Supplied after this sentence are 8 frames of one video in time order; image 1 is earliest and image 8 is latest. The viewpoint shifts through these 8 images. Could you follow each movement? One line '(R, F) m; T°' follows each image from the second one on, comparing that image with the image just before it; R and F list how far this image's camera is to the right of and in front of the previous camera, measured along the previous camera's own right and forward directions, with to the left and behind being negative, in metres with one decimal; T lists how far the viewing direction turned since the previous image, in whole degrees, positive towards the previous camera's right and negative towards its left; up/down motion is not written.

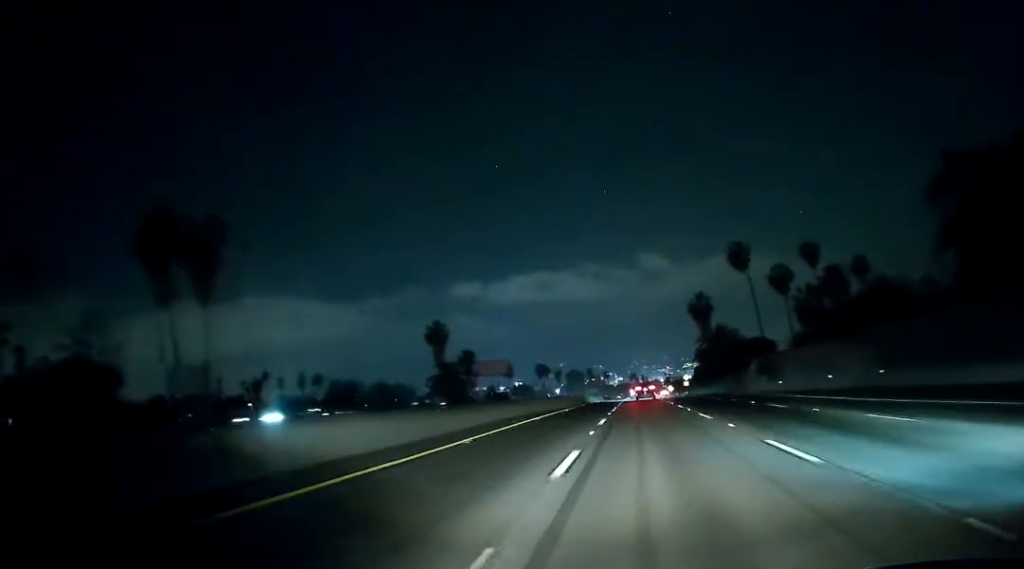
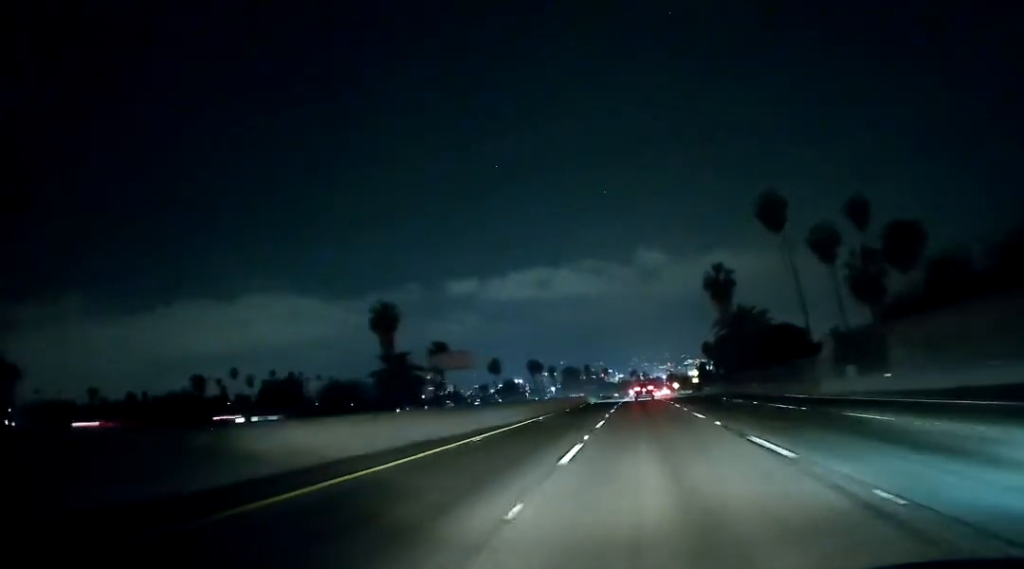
(0.0, +27.6) m; 0°
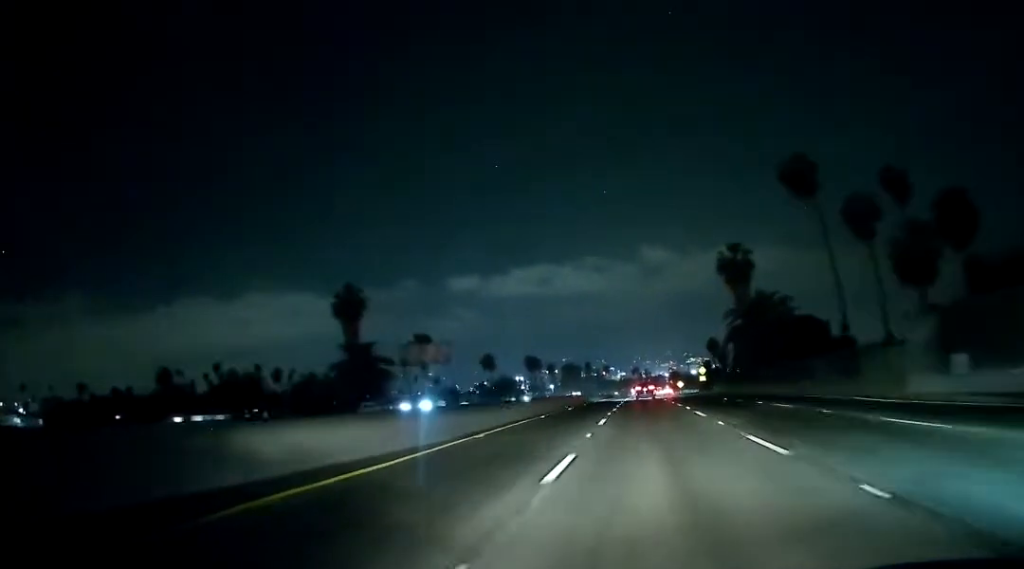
(0.0, +14.7) m; 0°
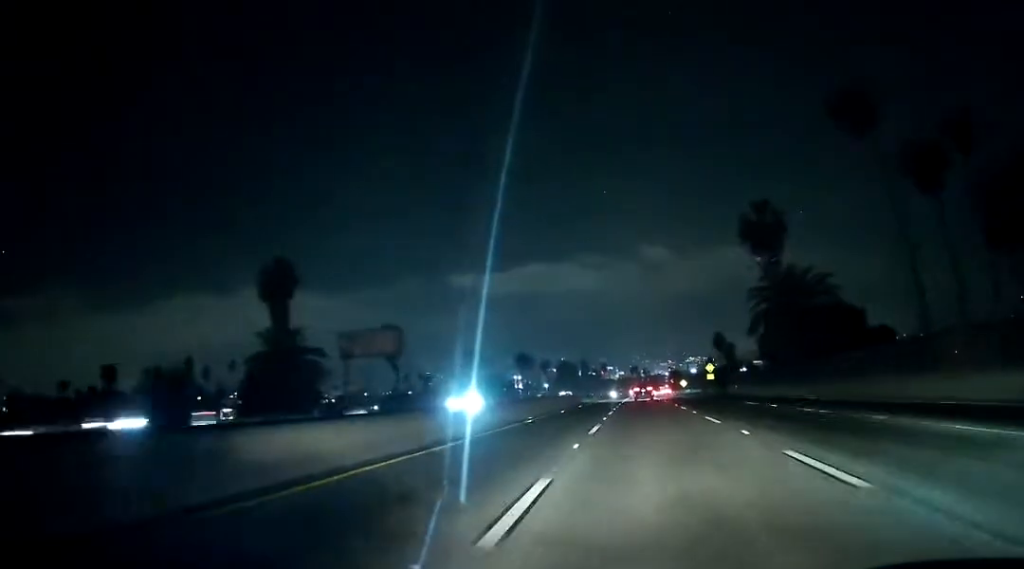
(0.0, +19.1) m; 0°
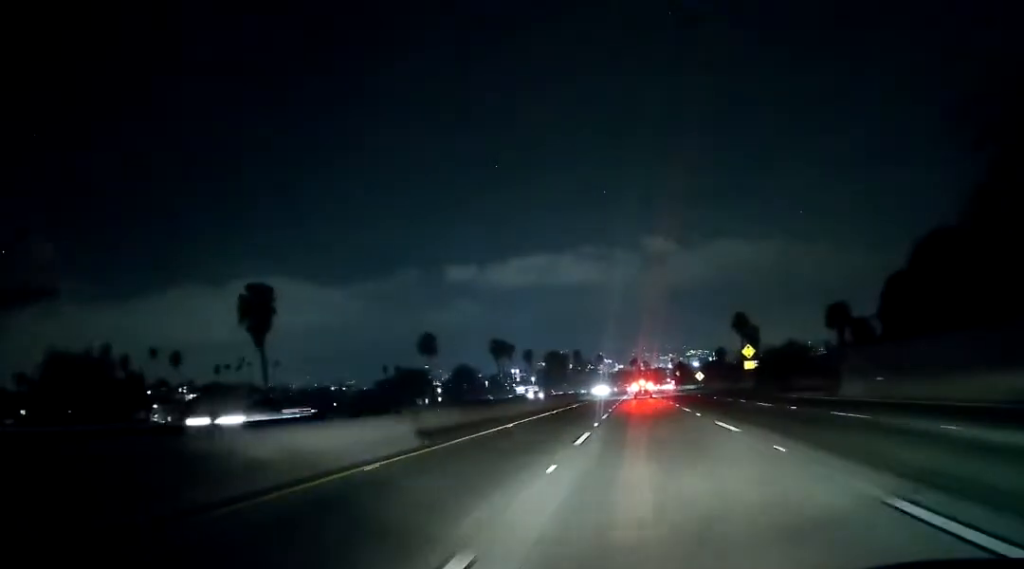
(+0.4, +48.0) m; 0°
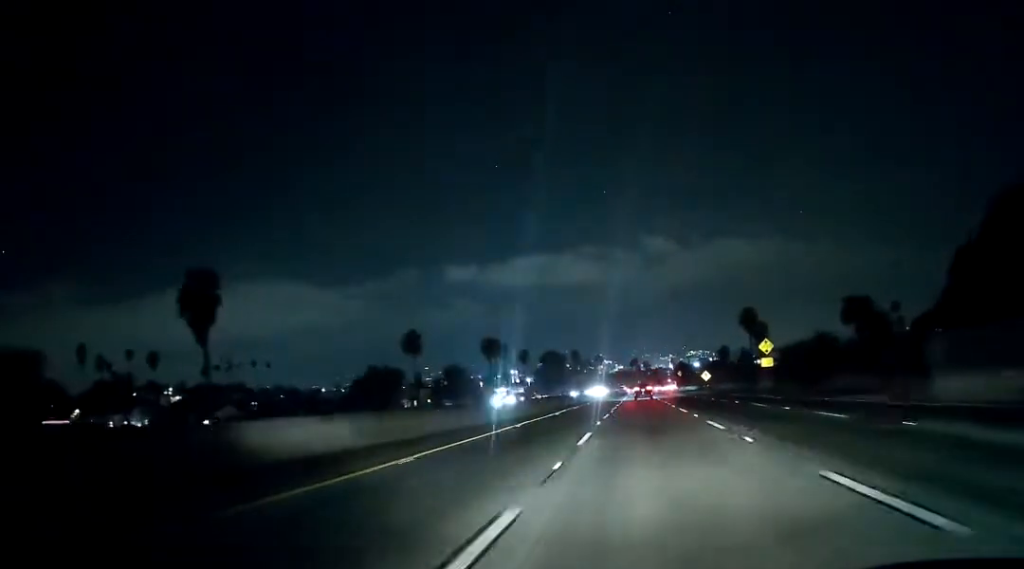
(+0.1, +13.1) m; -1°
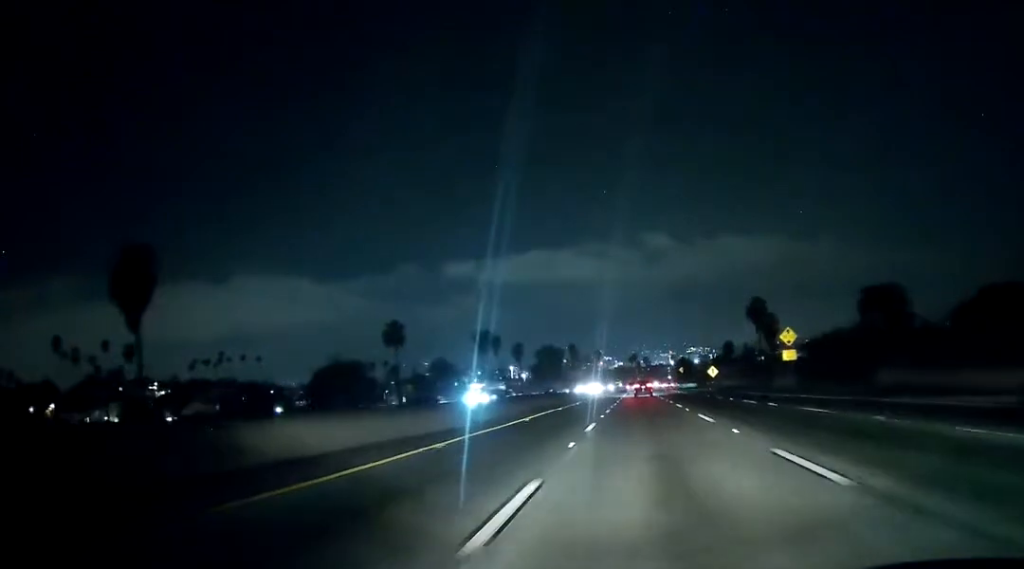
(-0.2, +11.3) m; 0°
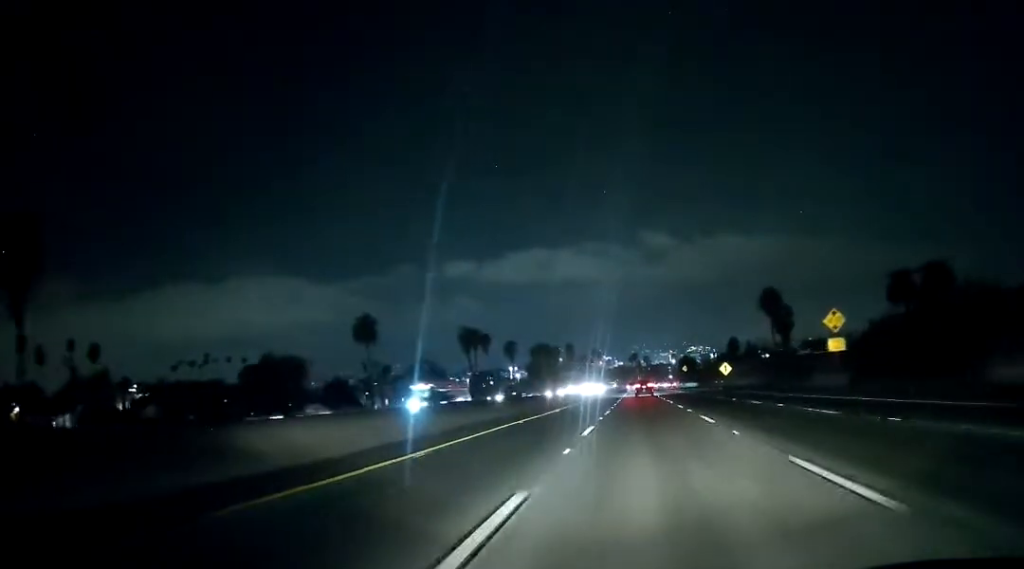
(-0.2, +16.5) m; 0°
